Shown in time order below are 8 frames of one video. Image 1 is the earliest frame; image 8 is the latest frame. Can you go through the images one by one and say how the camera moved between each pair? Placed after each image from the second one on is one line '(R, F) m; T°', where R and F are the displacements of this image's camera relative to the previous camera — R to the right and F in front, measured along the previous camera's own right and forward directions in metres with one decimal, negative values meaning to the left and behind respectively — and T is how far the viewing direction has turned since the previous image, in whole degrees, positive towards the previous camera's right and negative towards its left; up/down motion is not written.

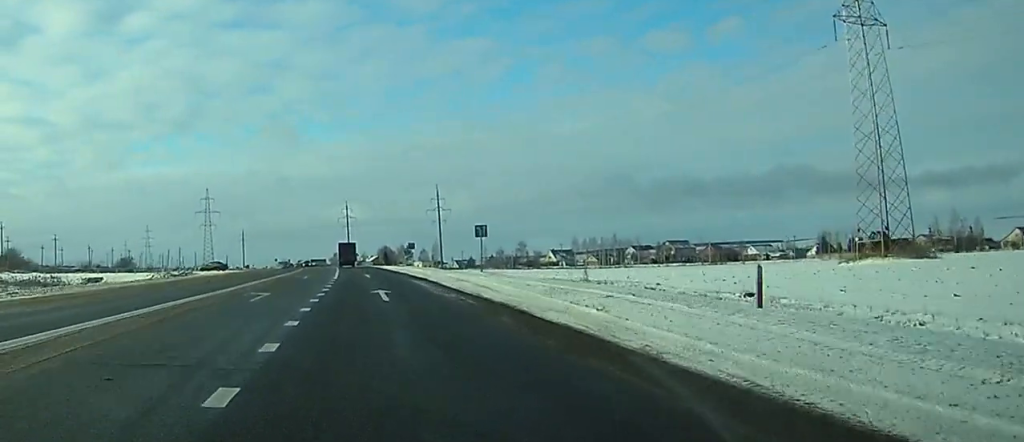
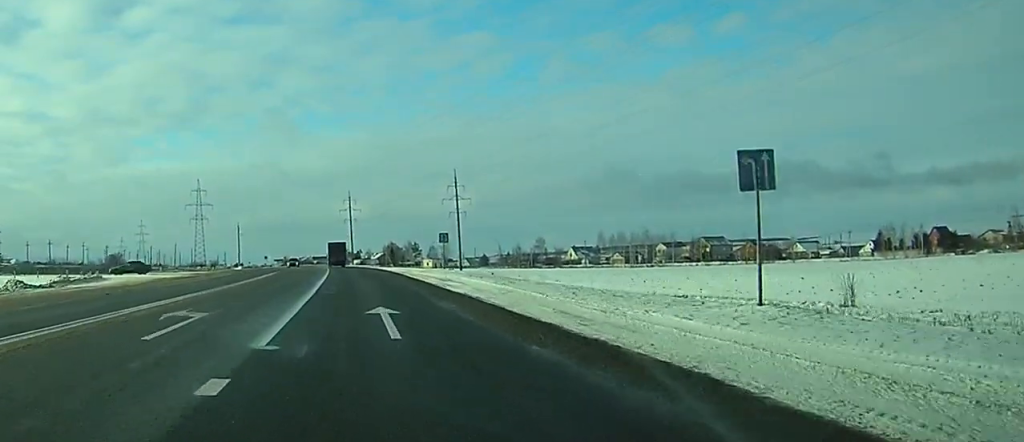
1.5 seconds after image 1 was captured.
(-0.2, +35.1) m; -1°
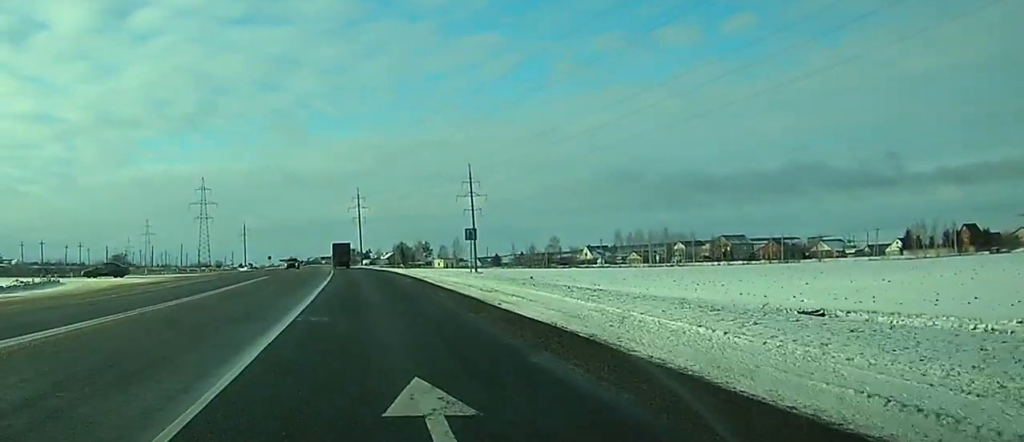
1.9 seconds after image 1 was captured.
(0.0, +11.1) m; 0°
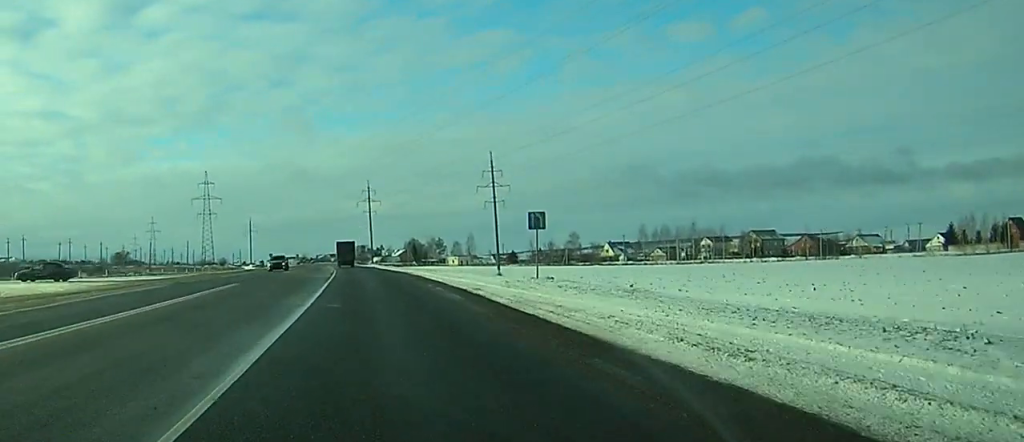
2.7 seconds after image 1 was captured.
(0.0, +17.4) m; 0°
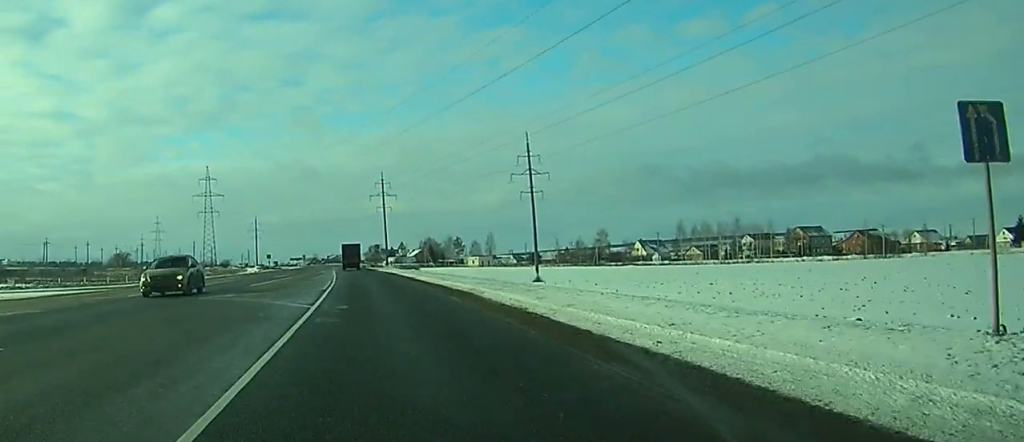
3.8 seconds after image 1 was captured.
(0.0, +26.1) m; -1°
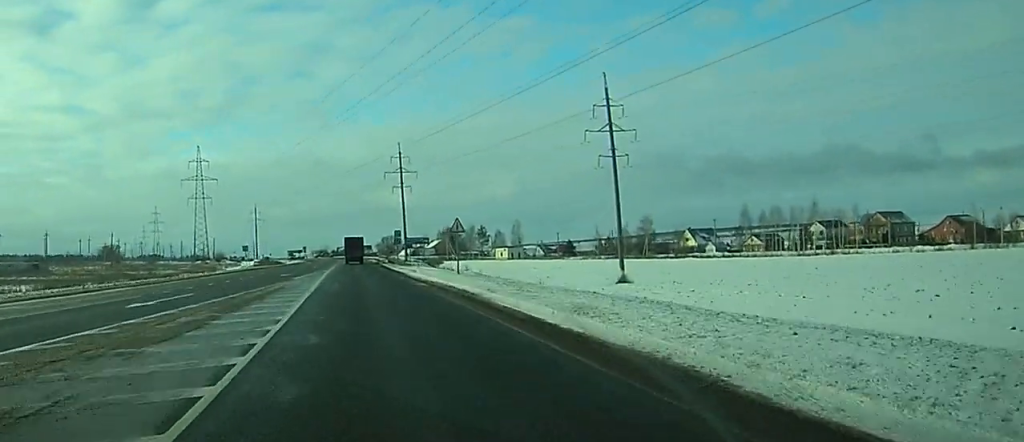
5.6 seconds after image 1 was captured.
(-0.5, +42.8) m; -1°
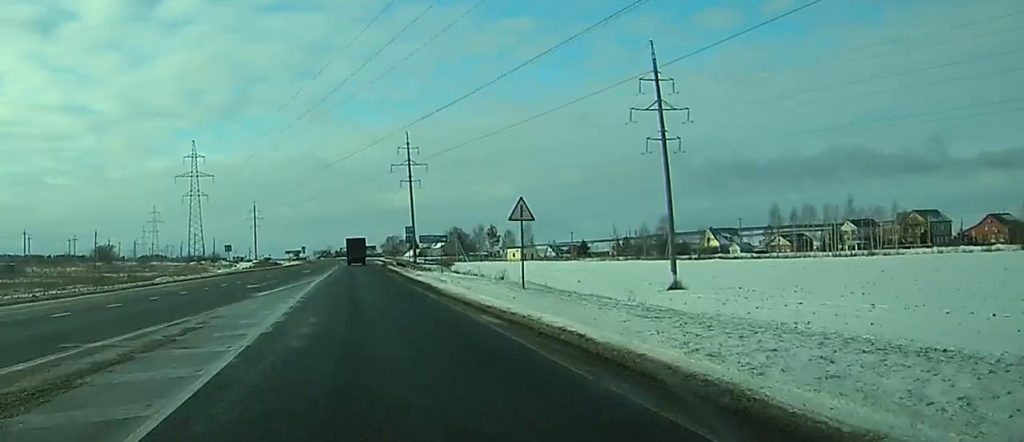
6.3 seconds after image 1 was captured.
(-0.1, +16.6) m; 0°
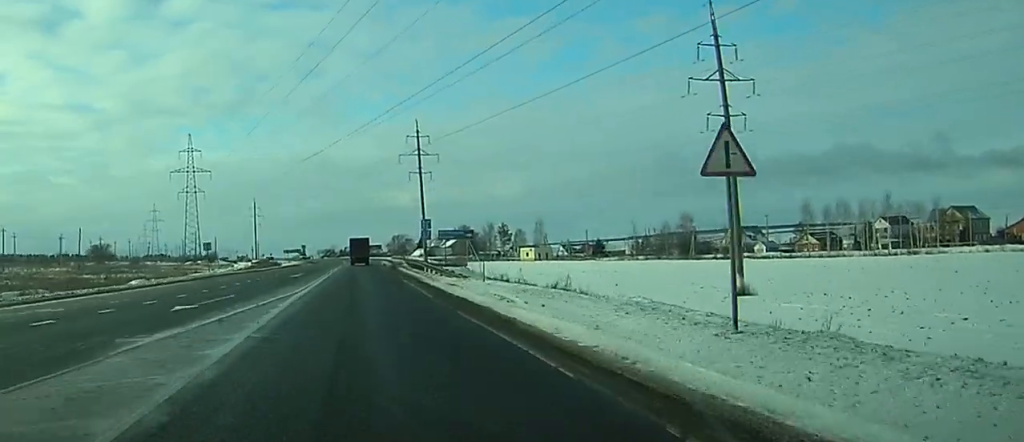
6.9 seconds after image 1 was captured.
(0.0, +15.0) m; 0°
